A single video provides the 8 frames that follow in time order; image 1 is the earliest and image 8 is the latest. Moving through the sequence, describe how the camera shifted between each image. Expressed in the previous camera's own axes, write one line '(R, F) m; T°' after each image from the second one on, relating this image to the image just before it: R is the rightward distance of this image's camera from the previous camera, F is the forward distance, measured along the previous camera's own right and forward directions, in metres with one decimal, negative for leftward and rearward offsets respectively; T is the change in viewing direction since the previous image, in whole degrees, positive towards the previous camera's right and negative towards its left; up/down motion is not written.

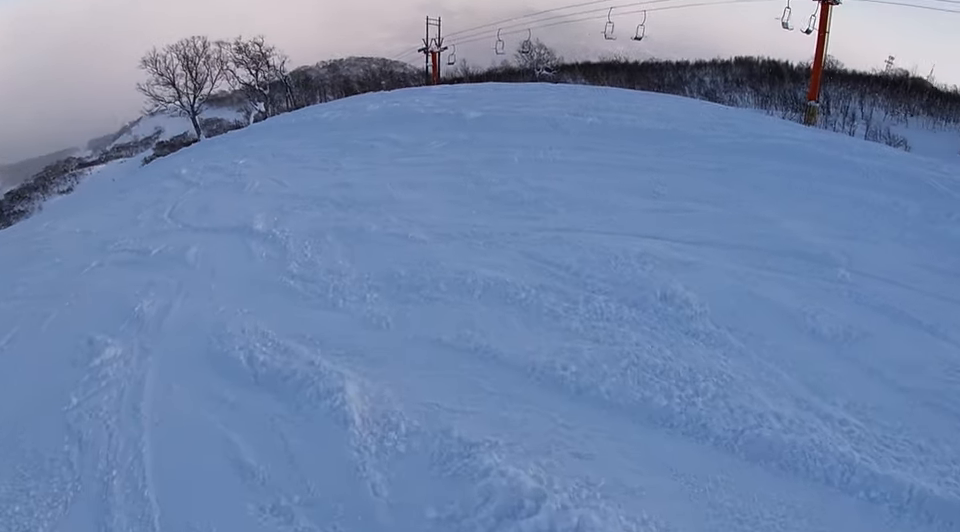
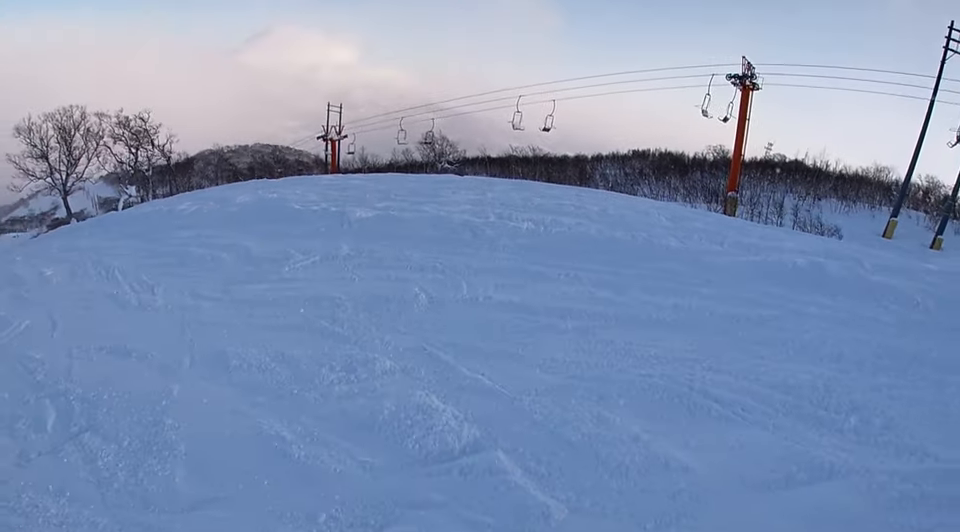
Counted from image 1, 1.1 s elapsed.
(+1.5, +4.7) m; +12°
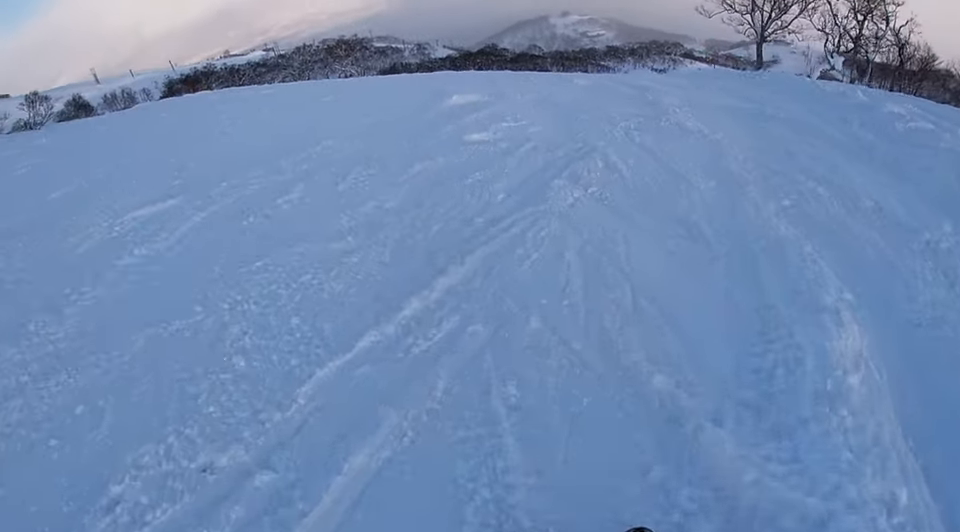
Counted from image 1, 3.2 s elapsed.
(-3.9, +8.6) m; -58°
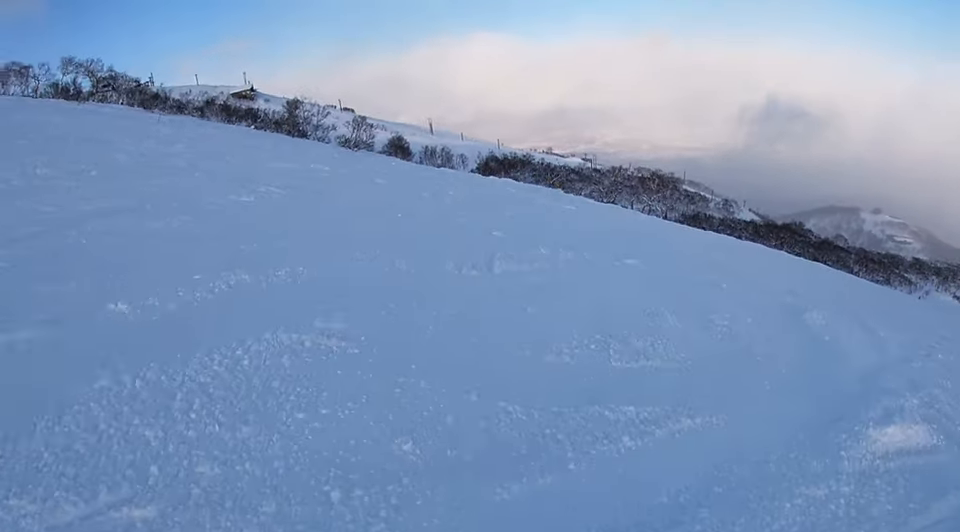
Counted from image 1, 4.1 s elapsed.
(-1.0, +4.3) m; -27°
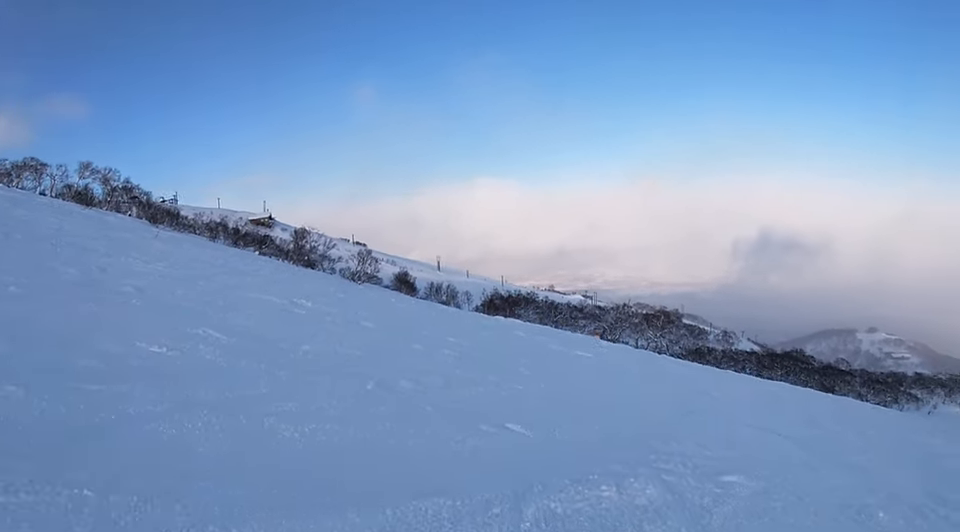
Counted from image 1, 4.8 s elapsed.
(-0.5, +3.7) m; -16°
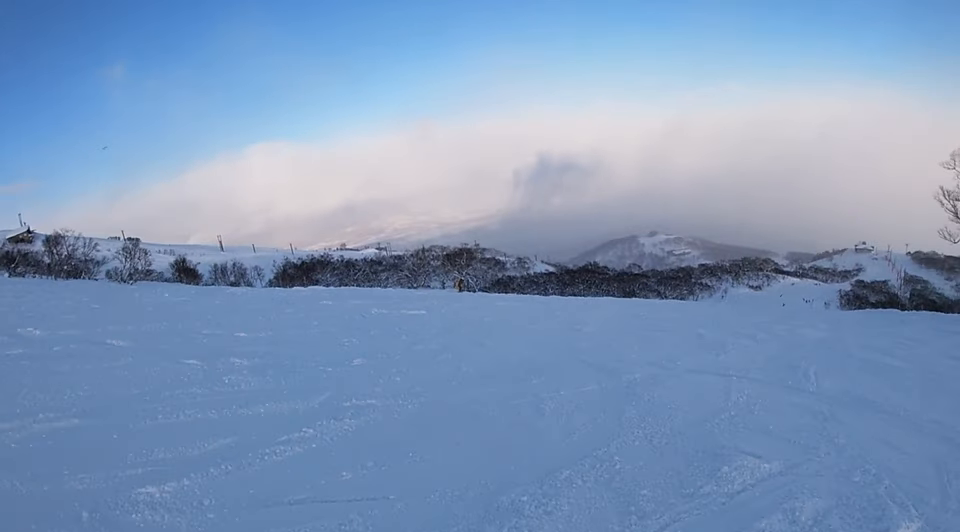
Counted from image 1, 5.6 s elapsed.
(-1.4, +4.1) m; +8°
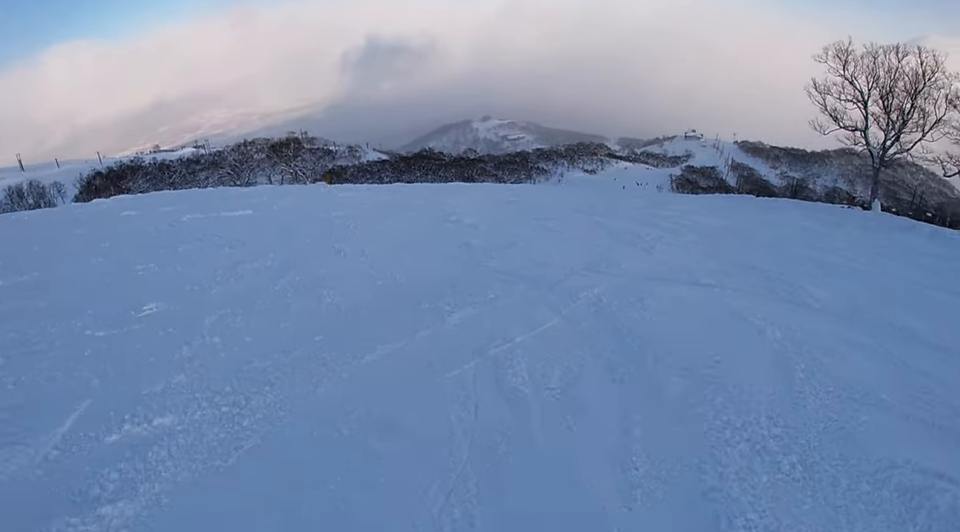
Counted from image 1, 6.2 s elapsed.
(+1.4, +2.8) m; +27°
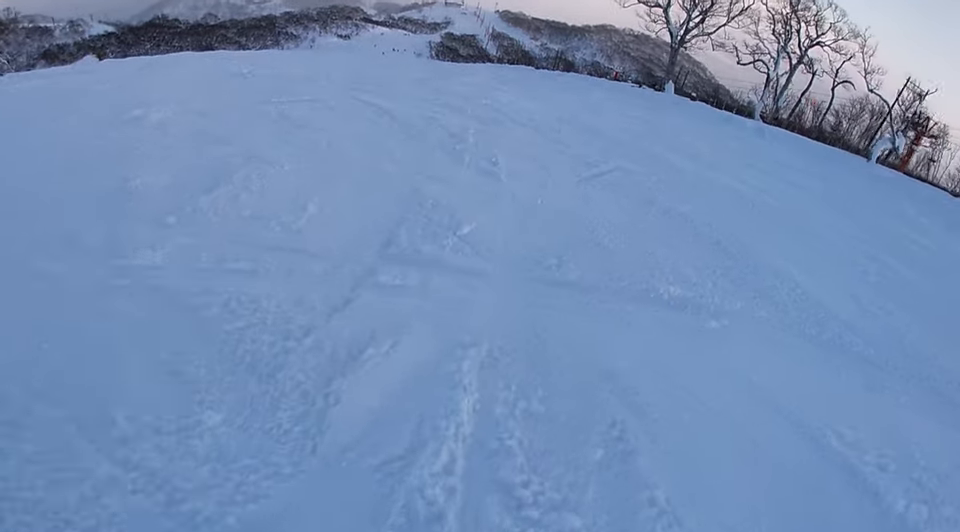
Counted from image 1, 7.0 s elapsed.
(+1.3, +3.9) m; +33°
